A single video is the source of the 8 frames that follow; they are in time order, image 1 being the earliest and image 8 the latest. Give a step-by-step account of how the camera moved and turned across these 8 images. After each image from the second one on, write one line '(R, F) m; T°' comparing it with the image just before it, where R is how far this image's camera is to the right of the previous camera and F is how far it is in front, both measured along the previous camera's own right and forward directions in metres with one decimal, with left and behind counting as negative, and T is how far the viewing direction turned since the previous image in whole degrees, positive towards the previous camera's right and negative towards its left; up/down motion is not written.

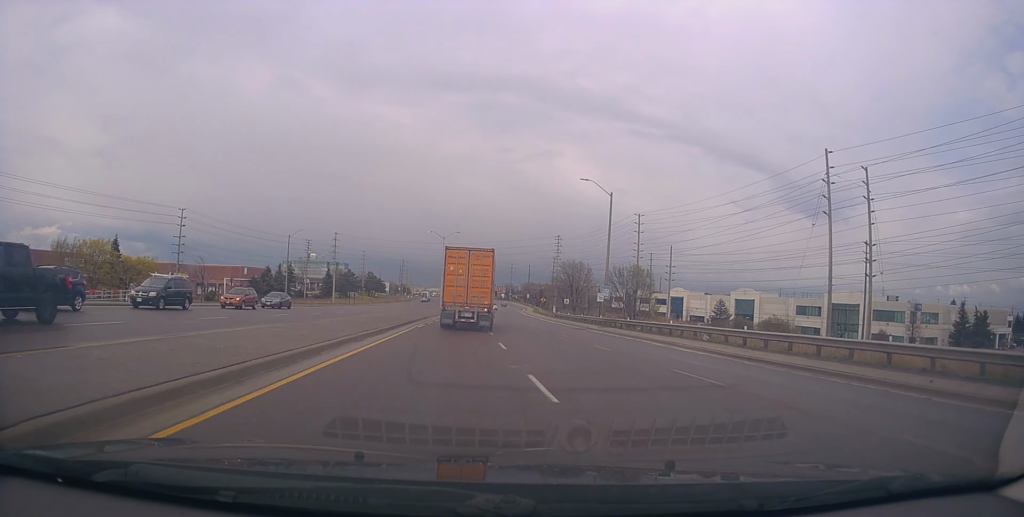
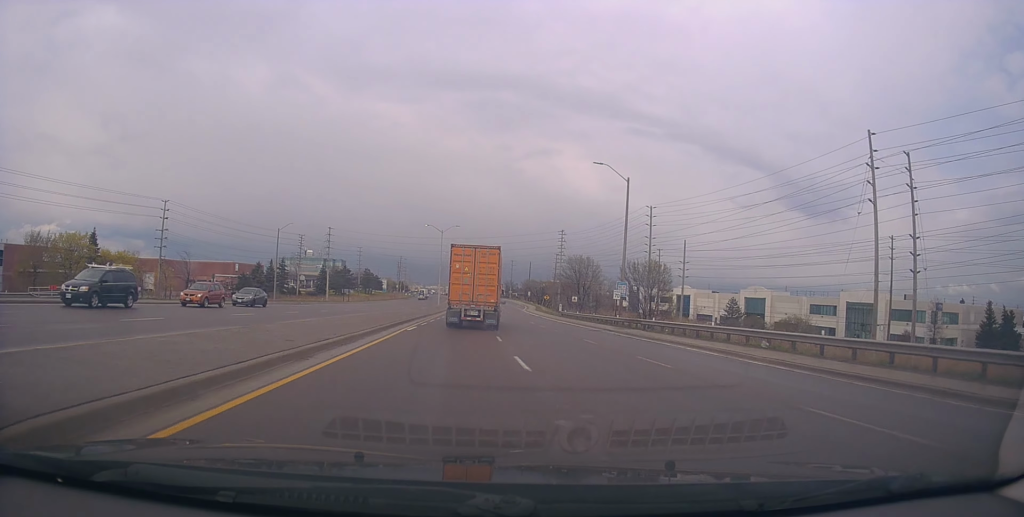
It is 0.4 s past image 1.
(0.0, +6.0) m; +1°
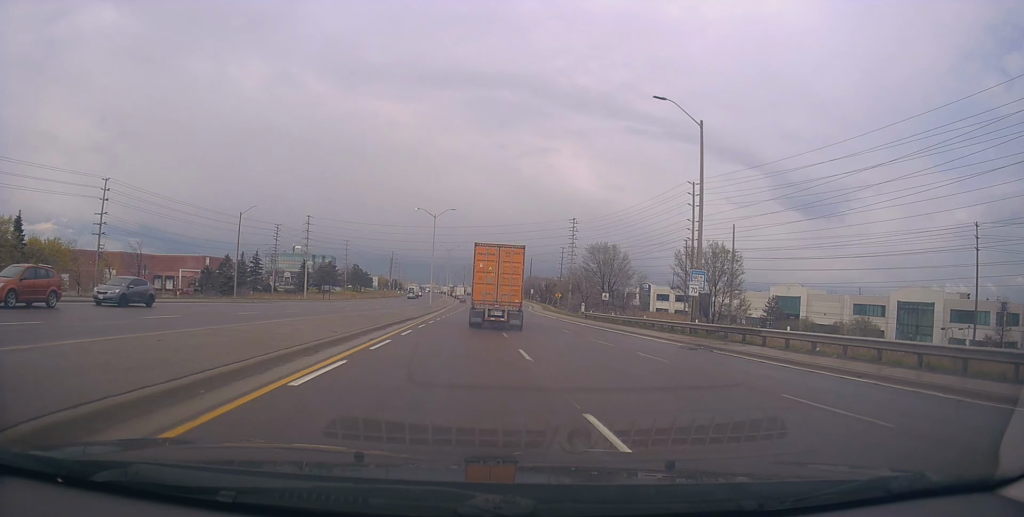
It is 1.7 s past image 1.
(+0.3, +16.8) m; +1°
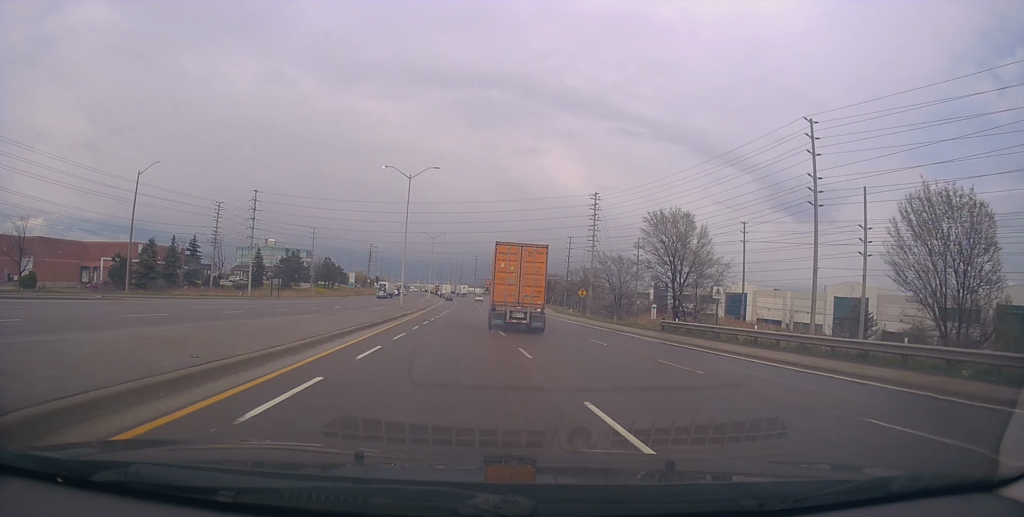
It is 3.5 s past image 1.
(-0.2, +26.2) m; +1°
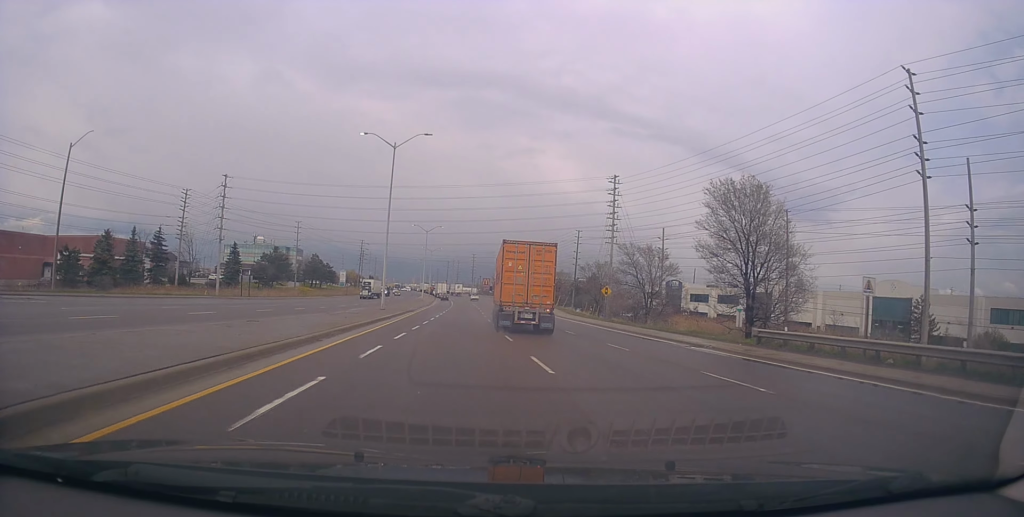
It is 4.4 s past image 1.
(+0.2, +12.4) m; +1°
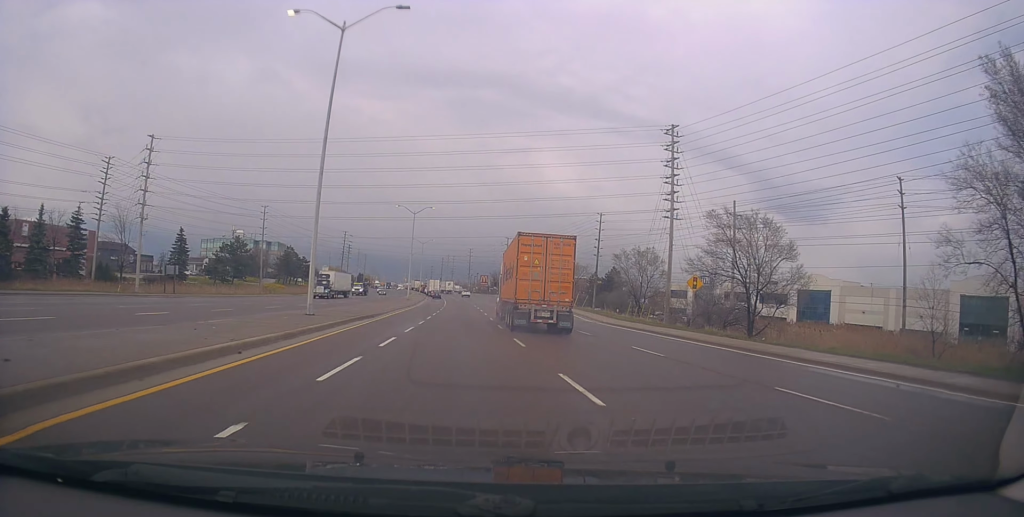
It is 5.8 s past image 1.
(-0.1, +21.6) m; 0°
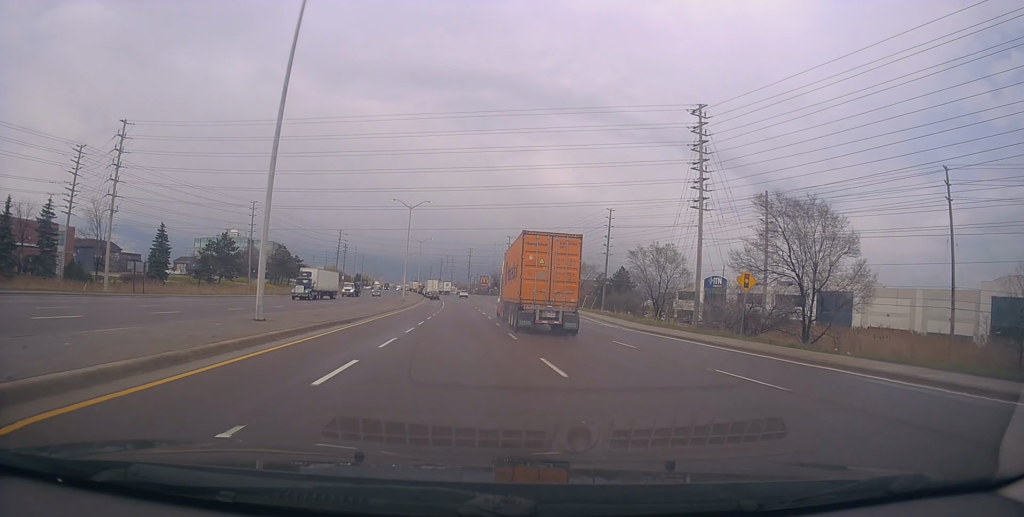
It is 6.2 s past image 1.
(+0.1, +6.2) m; 0°
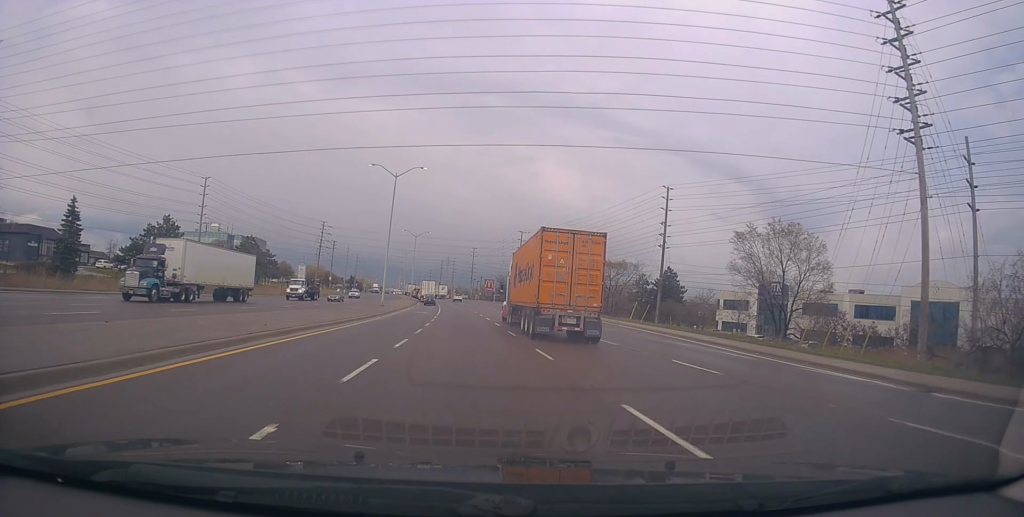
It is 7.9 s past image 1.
(-0.1, +24.3) m; 0°
